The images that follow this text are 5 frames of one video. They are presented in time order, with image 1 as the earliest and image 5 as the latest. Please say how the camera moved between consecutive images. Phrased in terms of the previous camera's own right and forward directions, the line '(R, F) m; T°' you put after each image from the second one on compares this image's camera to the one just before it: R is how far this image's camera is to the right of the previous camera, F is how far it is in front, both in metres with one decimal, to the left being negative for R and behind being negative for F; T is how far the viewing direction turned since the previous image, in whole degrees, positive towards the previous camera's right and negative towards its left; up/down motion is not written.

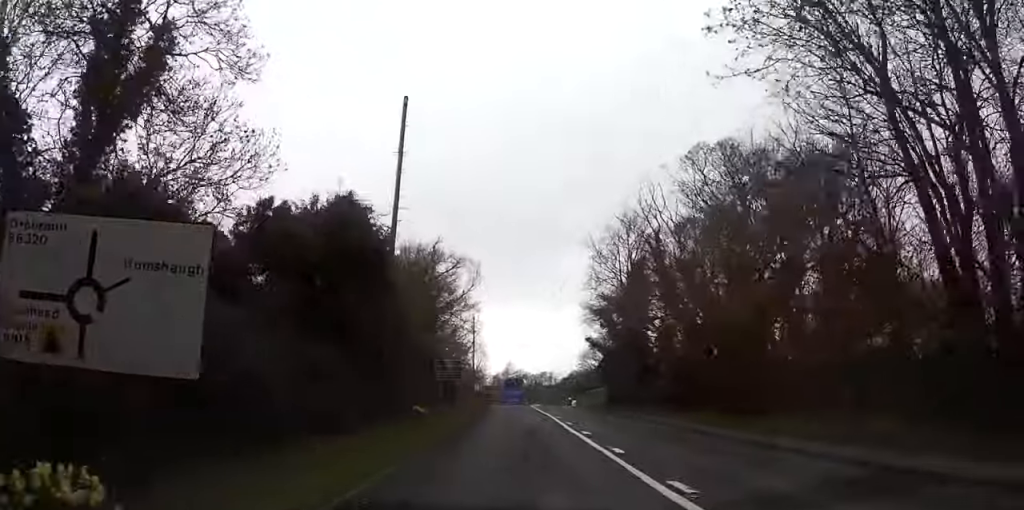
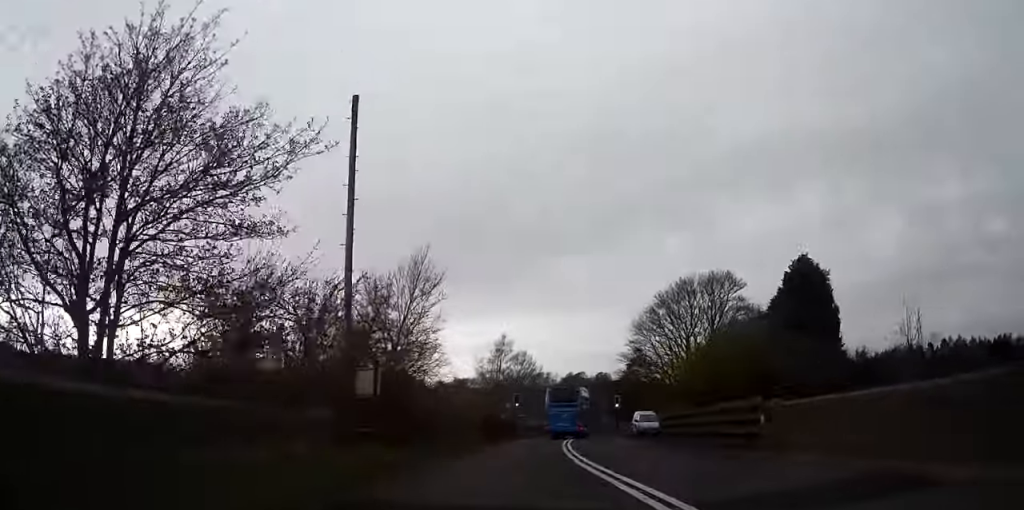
(+0.7, +58.7) m; 0°
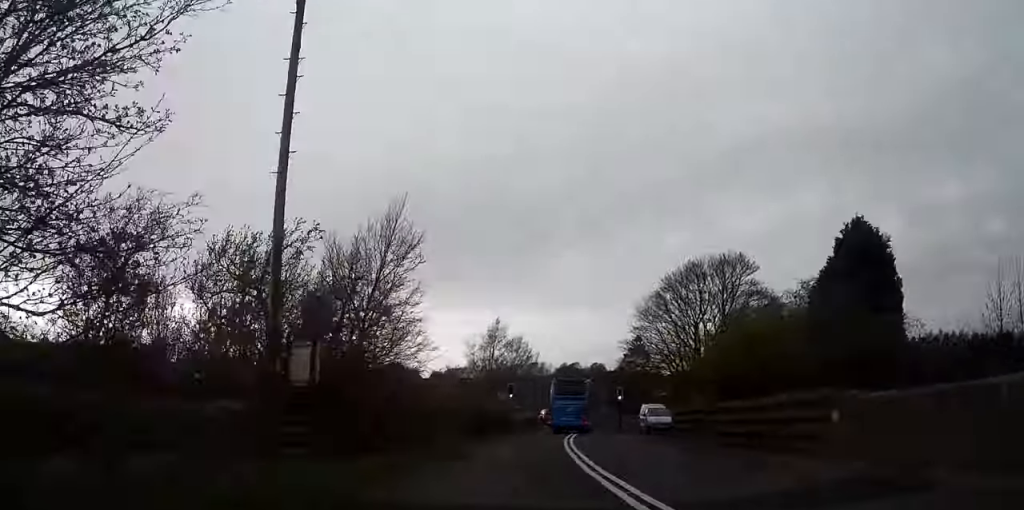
(0.0, +5.5) m; 0°
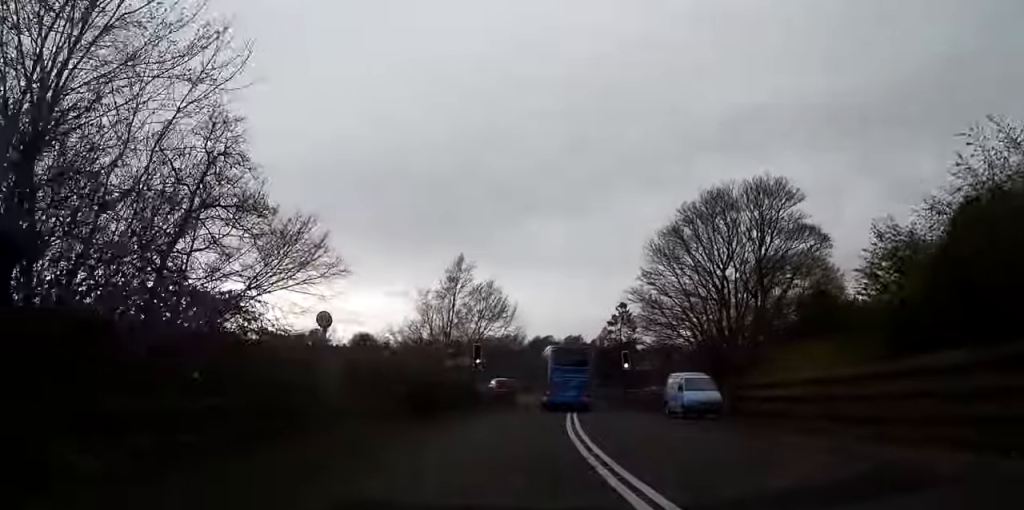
(+0.3, +15.9) m; +2°
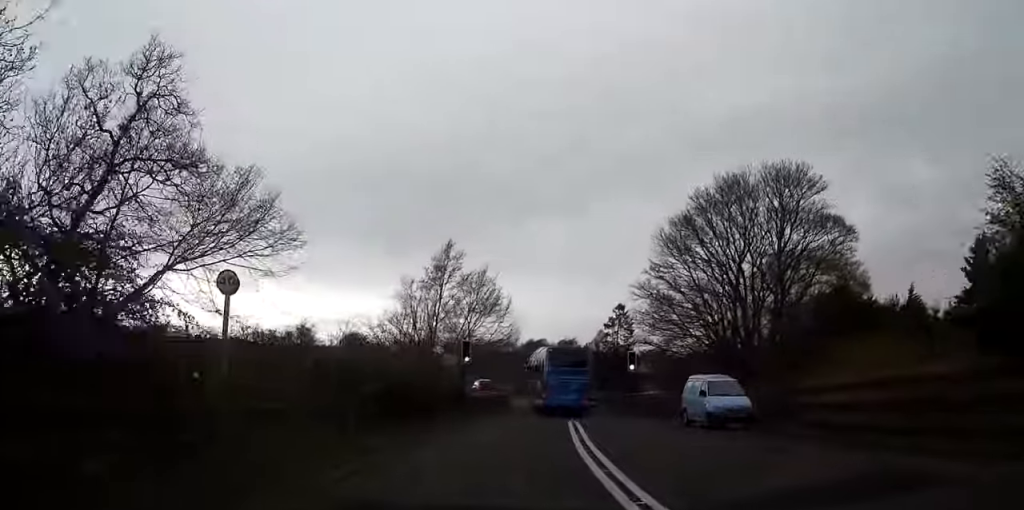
(0.0, +4.7) m; +1°
